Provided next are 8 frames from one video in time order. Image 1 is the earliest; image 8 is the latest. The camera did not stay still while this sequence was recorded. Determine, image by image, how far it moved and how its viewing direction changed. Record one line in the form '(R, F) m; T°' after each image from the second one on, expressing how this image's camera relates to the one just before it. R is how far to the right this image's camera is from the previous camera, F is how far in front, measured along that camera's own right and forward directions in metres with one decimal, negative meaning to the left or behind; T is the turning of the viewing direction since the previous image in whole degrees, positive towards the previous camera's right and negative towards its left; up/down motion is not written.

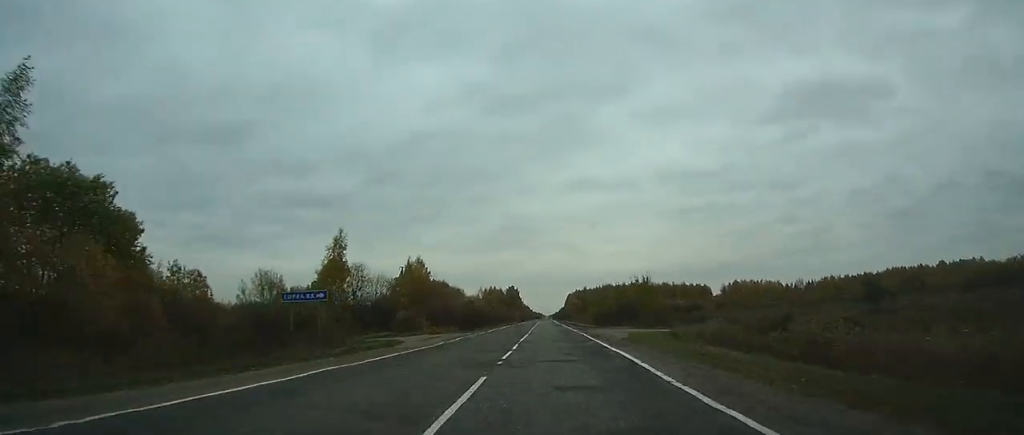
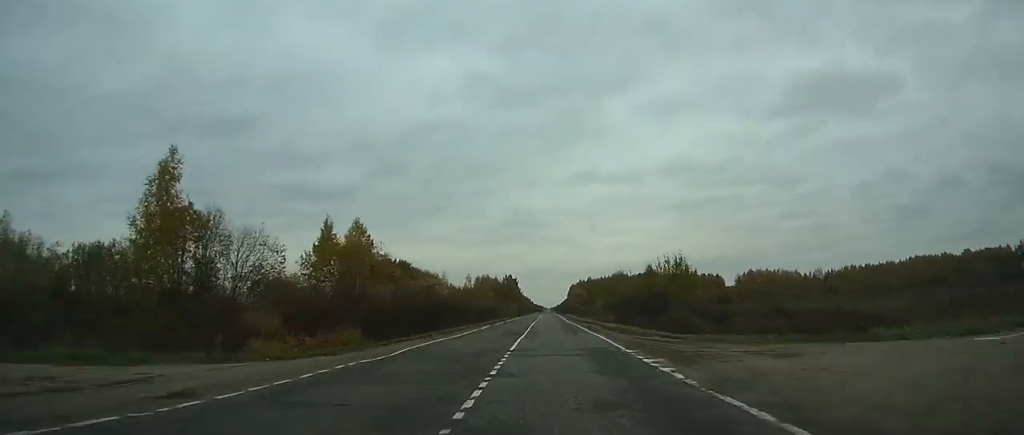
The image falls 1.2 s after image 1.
(0.0, +31.1) m; 0°
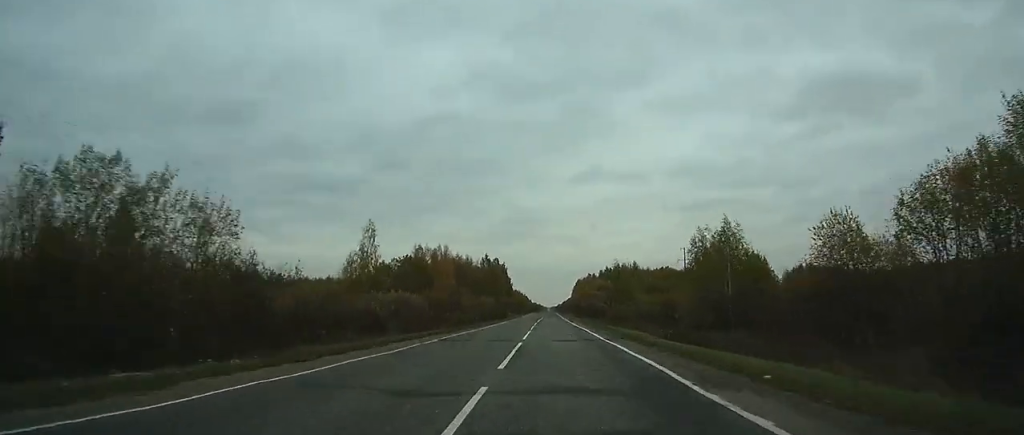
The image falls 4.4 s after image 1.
(0.0, +84.7) m; 0°
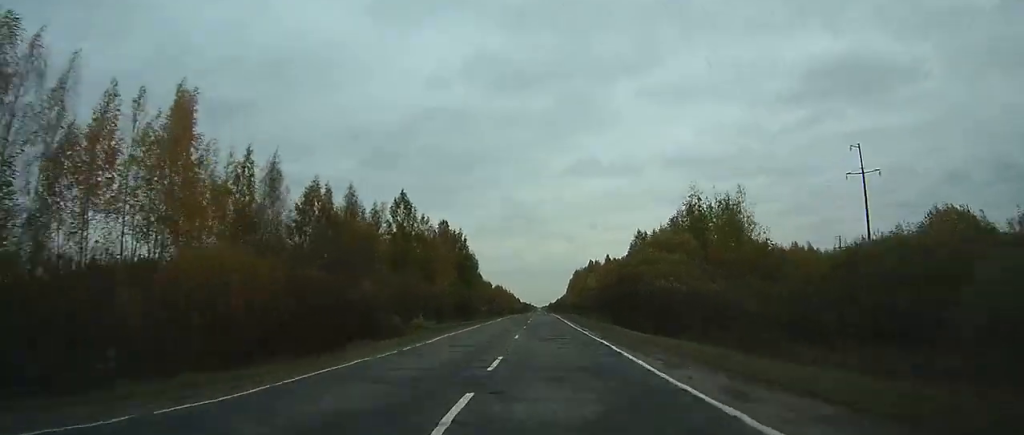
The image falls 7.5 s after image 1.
(+0.3, +88.2) m; 0°
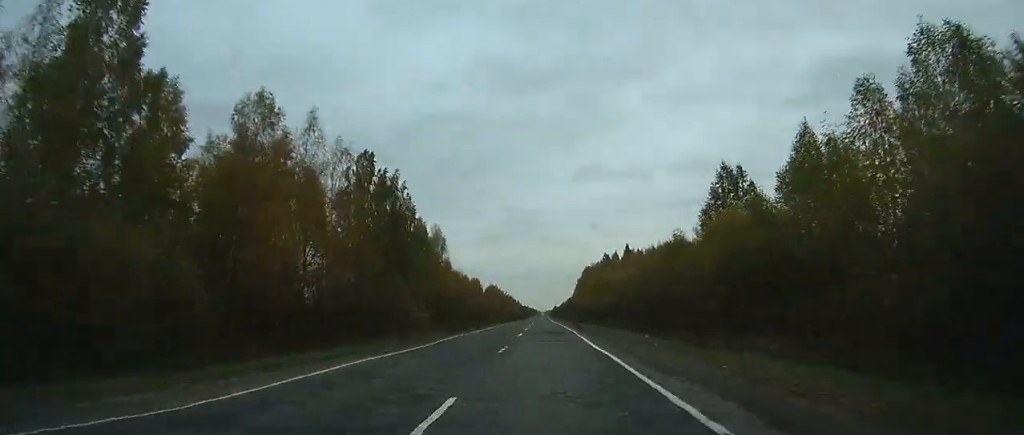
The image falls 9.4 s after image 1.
(0.0, +54.3) m; 0°
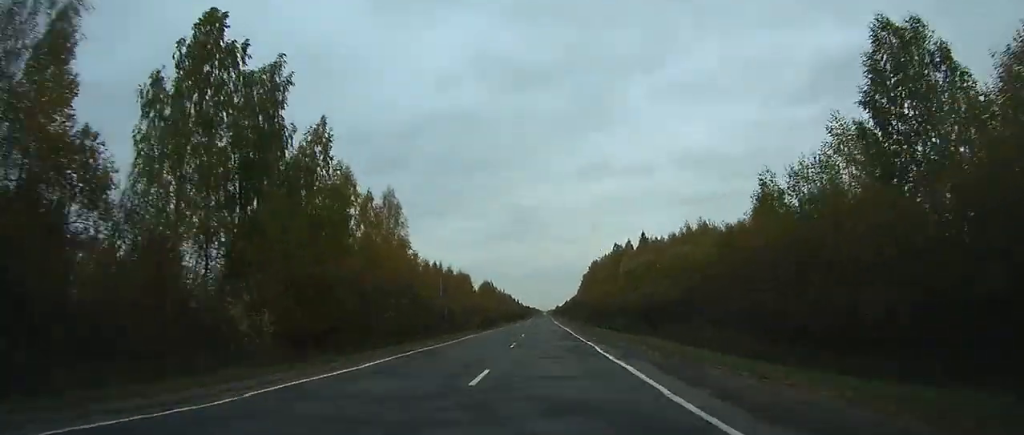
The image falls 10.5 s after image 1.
(0.0, +31.0) m; 0°
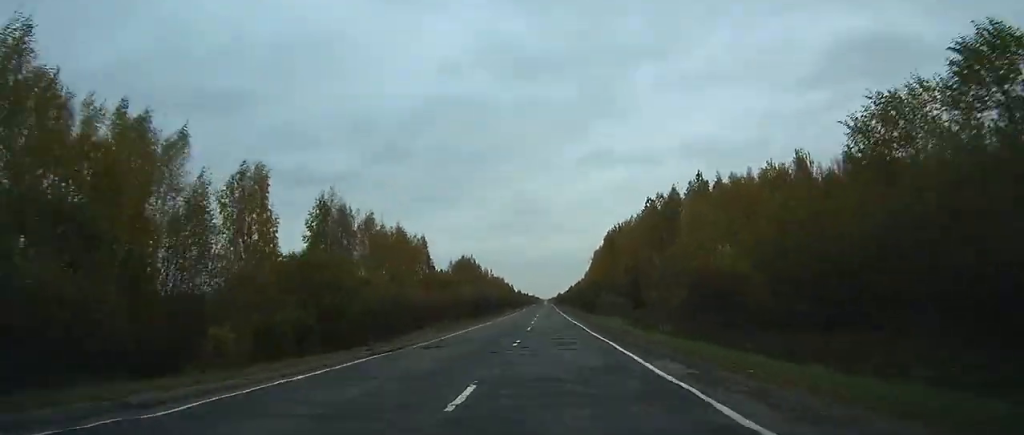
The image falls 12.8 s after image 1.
(-0.1, +61.1) m; 0°
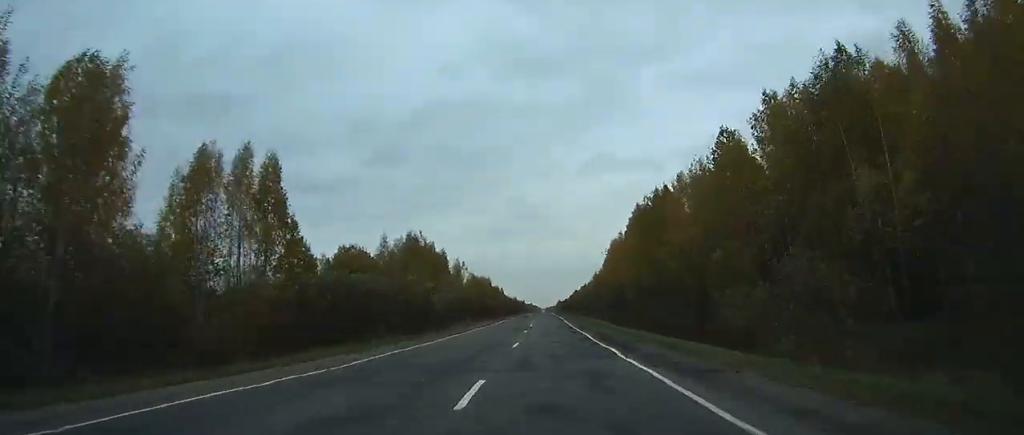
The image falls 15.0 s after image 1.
(0.0, +60.0) m; 0°
